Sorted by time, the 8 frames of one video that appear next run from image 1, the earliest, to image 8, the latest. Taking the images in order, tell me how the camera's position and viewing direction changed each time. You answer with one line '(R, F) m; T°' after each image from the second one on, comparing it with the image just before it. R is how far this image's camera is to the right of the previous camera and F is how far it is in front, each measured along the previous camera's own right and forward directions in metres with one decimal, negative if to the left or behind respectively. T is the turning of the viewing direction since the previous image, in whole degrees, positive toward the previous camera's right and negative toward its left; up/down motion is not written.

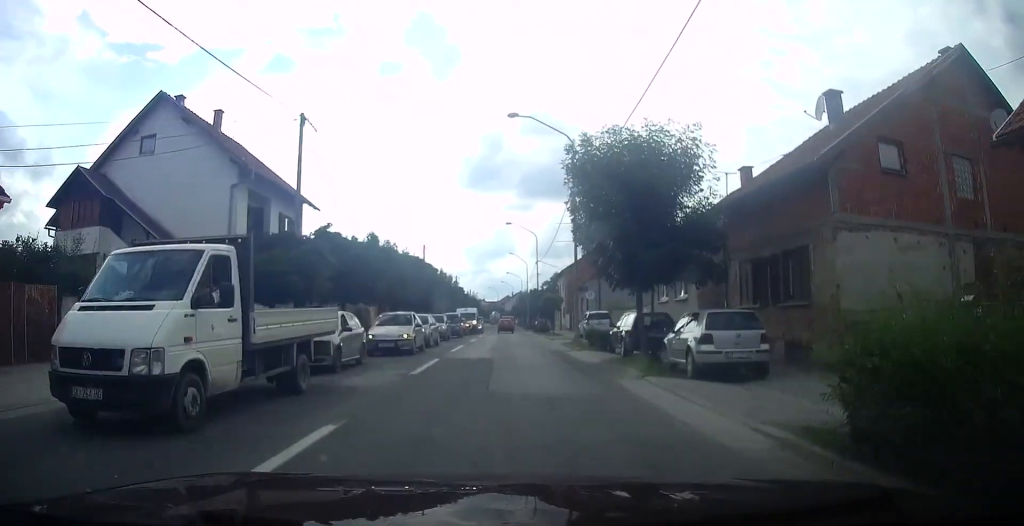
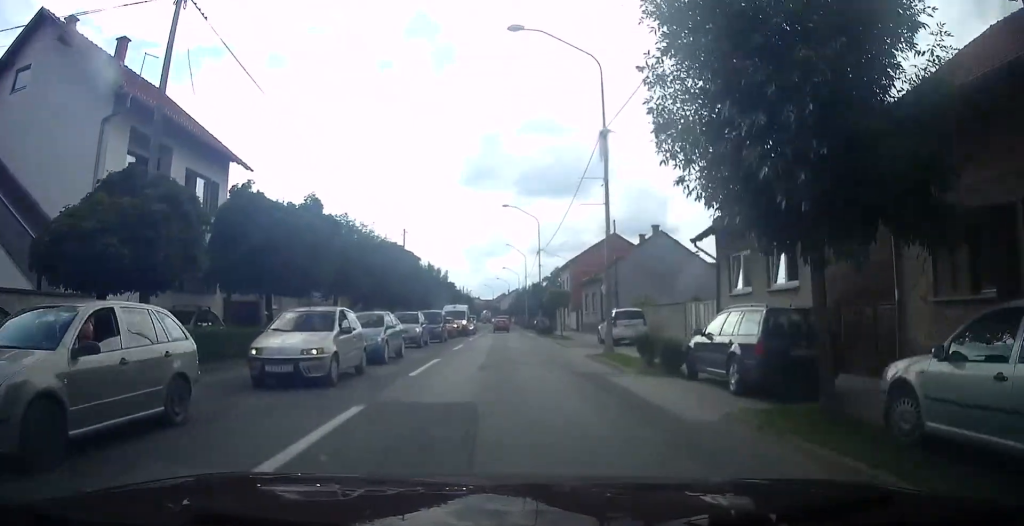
(-0.3, +9.4) m; -2°
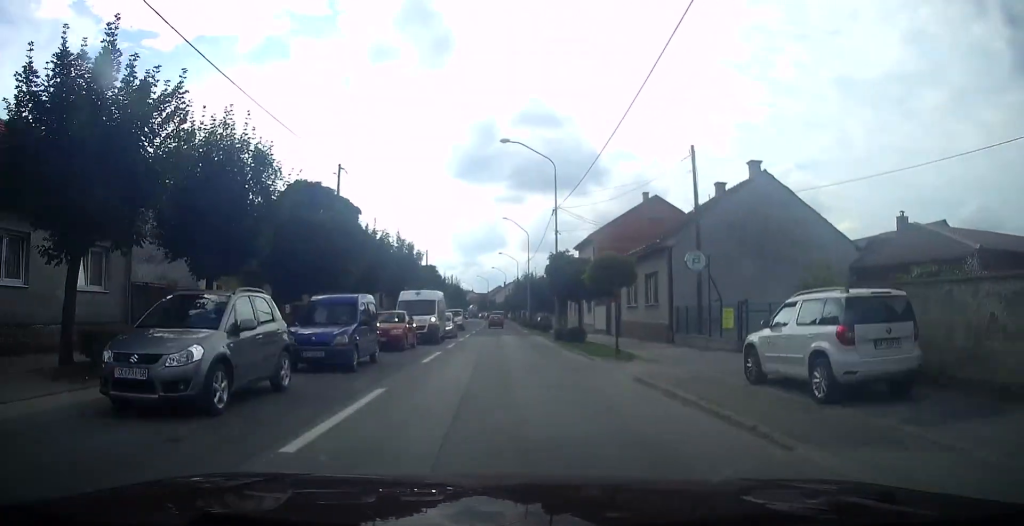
(+0.6, +18.4) m; +2°
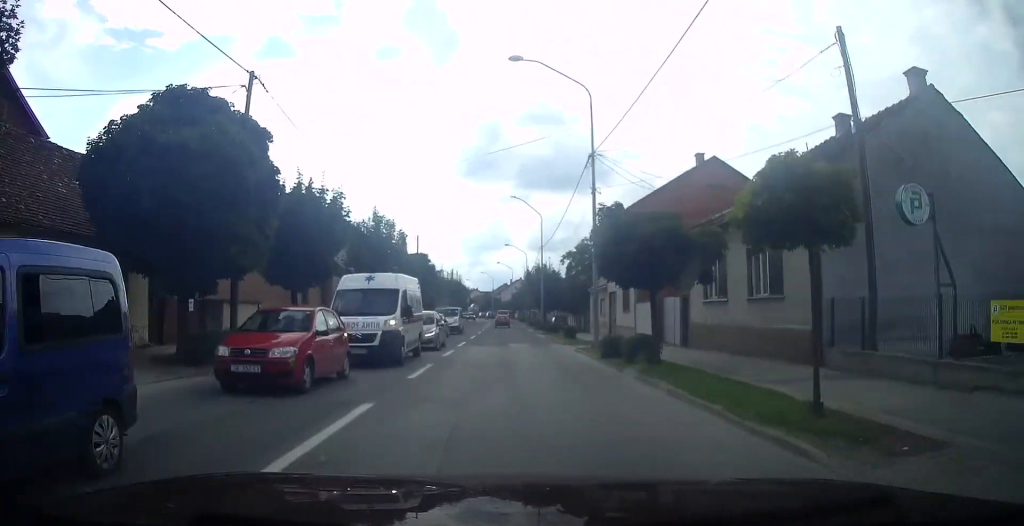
(-0.3, +11.6) m; 0°
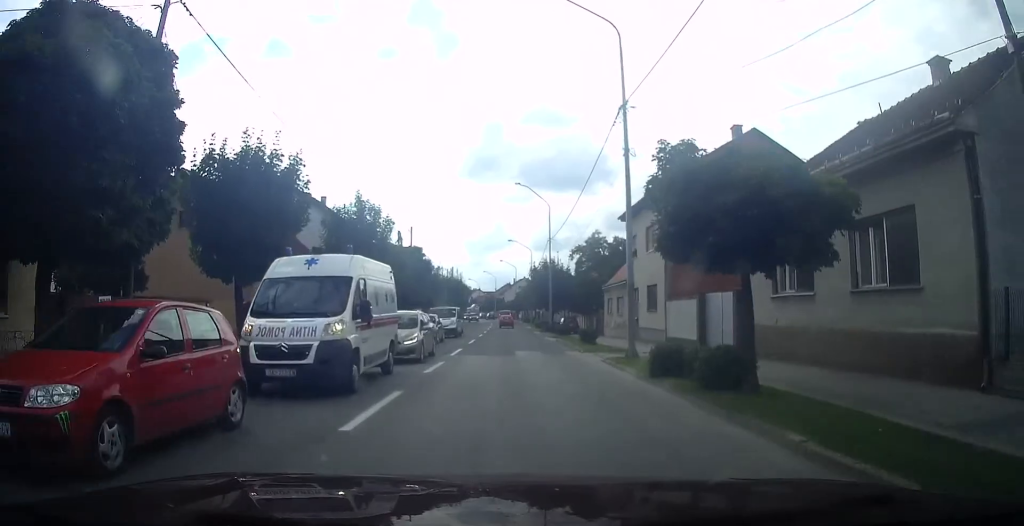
(0.0, +5.5) m; 0°
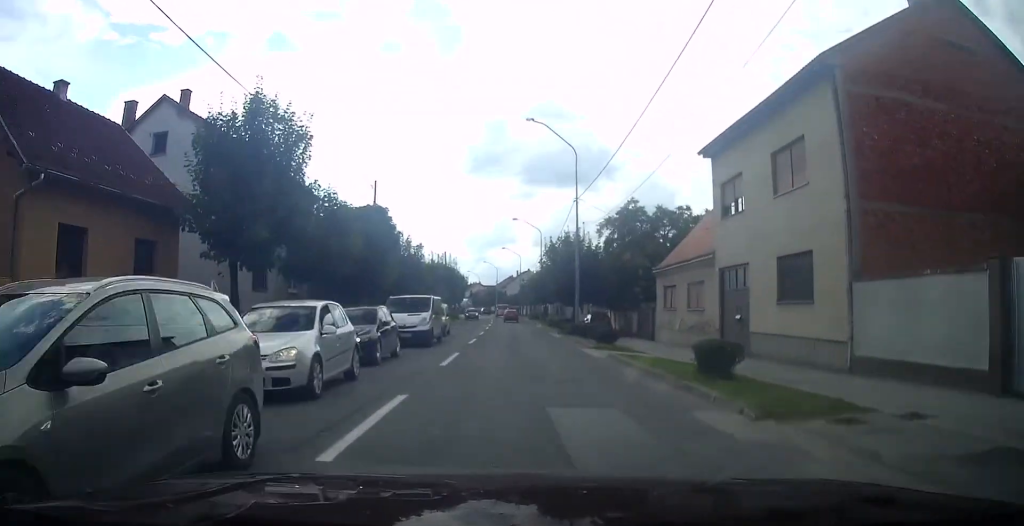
(+0.5, +15.0) m; +2°
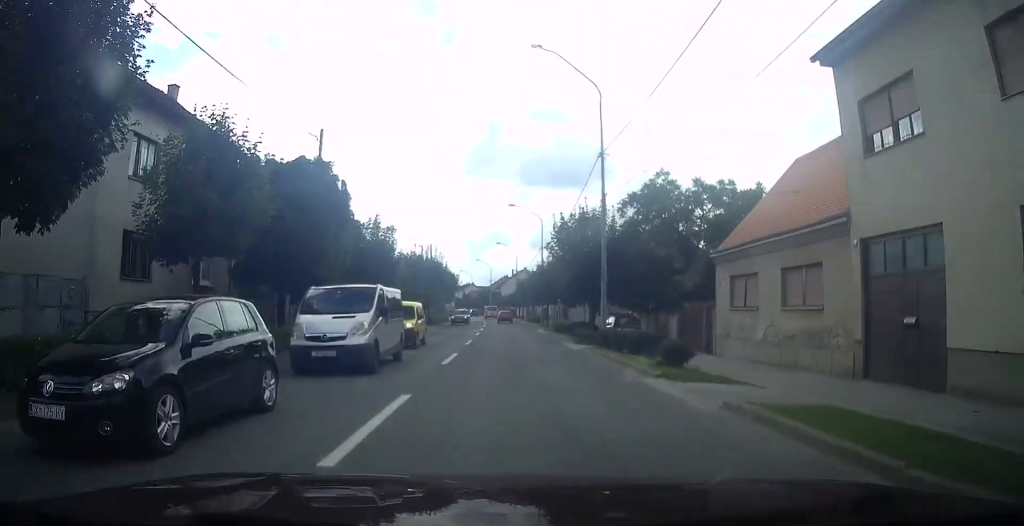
(0.0, +9.5) m; 0°
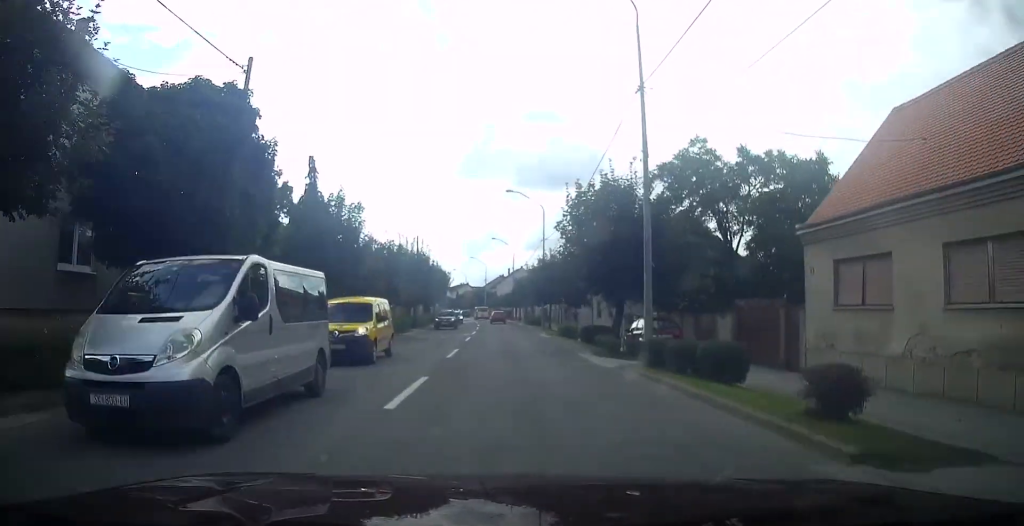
(0.0, +7.2) m; 0°
